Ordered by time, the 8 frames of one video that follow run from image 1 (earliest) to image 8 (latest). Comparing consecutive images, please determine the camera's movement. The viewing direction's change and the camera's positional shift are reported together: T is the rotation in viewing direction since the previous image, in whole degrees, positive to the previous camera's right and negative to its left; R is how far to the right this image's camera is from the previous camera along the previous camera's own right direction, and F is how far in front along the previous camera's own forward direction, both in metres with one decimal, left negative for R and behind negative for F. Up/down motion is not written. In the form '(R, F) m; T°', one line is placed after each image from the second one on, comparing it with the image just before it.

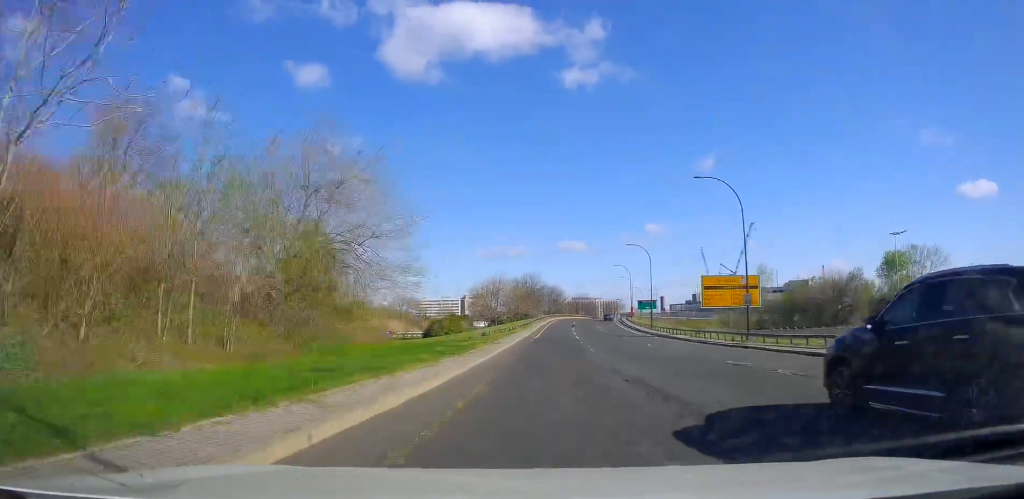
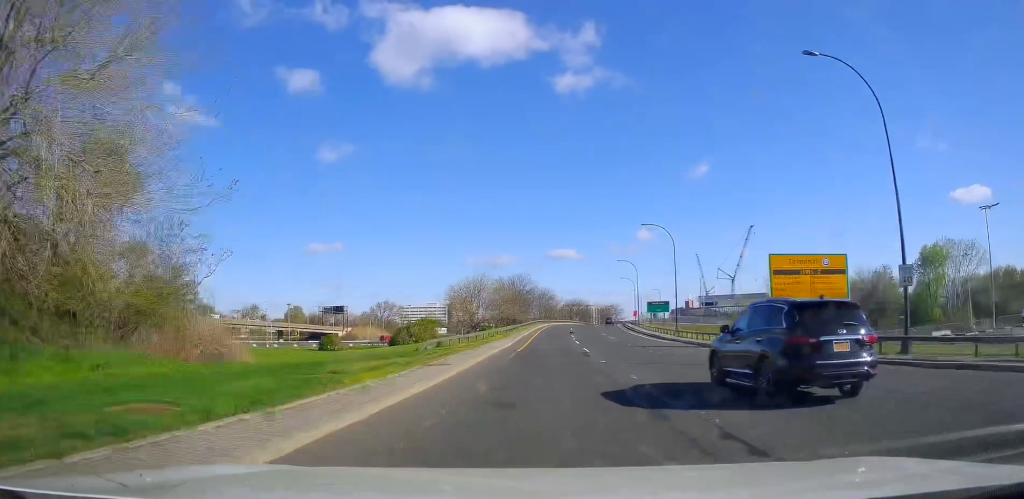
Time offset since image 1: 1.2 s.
(-0.2, +19.5) m; 0°
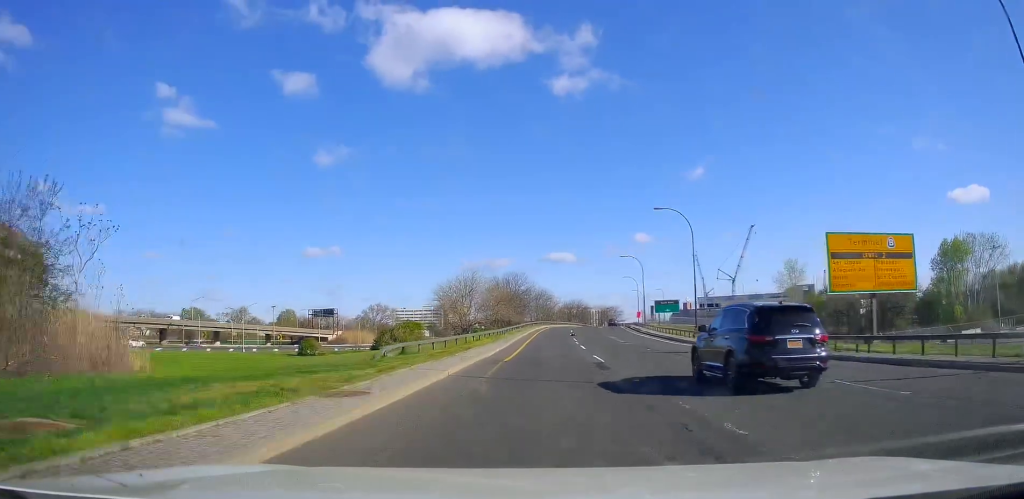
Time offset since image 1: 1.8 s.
(+0.1, +8.5) m; 0°
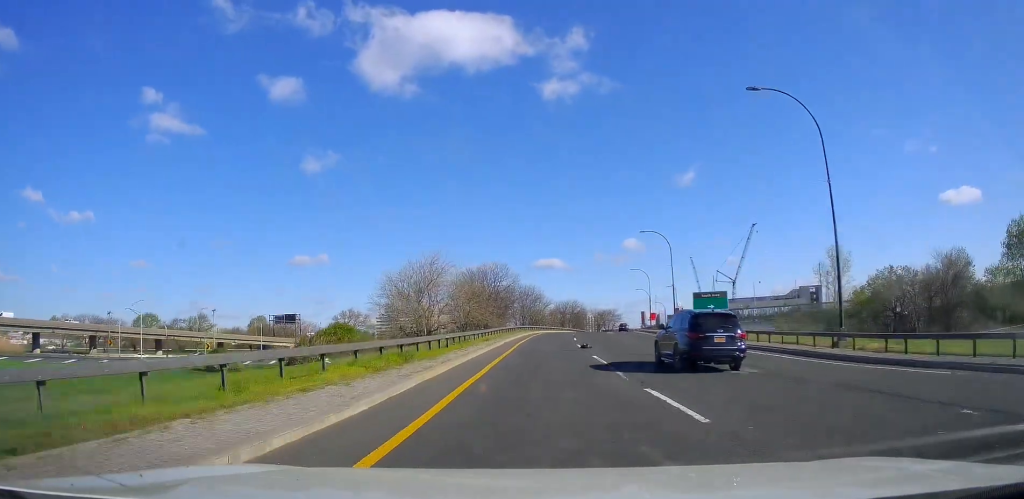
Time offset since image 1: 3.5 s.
(+0.2, +26.6) m; +2°
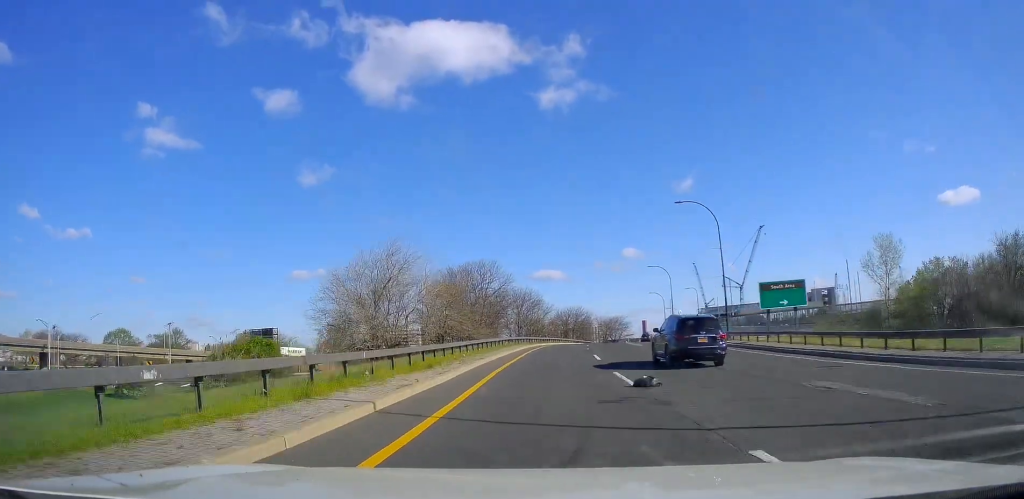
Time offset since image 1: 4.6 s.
(+0.2, +18.3) m; 0°
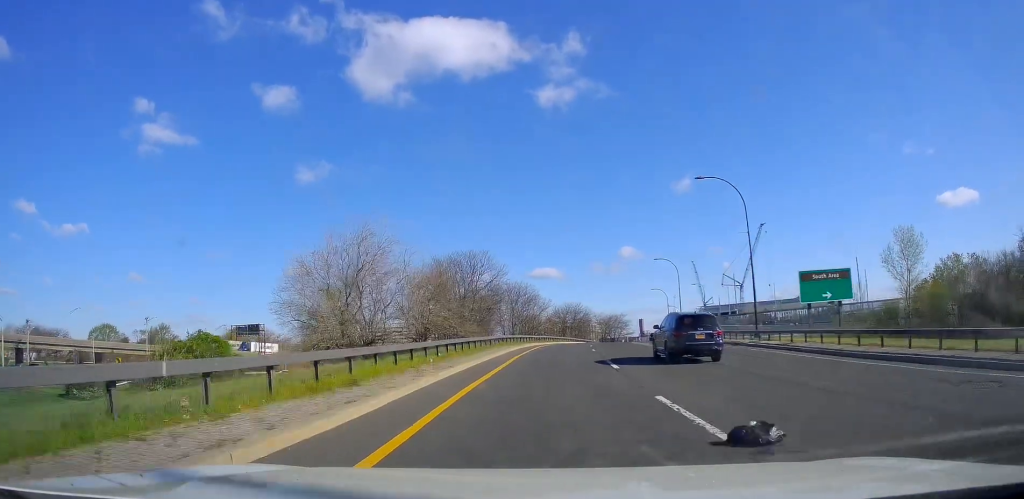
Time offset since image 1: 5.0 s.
(-0.2, +6.8) m; 0°
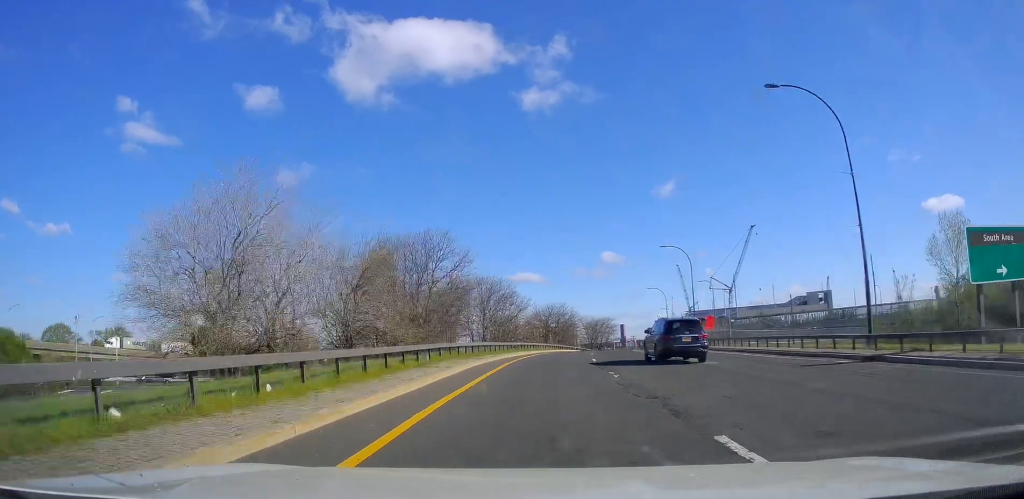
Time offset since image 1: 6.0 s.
(+0.2, +16.5) m; +2°
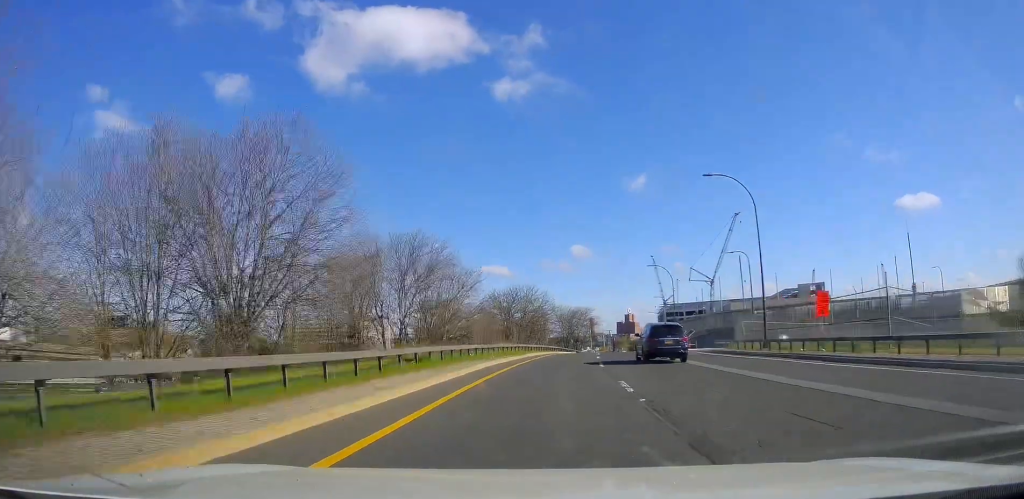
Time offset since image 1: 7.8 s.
(+0.9, +28.5) m; +3°
